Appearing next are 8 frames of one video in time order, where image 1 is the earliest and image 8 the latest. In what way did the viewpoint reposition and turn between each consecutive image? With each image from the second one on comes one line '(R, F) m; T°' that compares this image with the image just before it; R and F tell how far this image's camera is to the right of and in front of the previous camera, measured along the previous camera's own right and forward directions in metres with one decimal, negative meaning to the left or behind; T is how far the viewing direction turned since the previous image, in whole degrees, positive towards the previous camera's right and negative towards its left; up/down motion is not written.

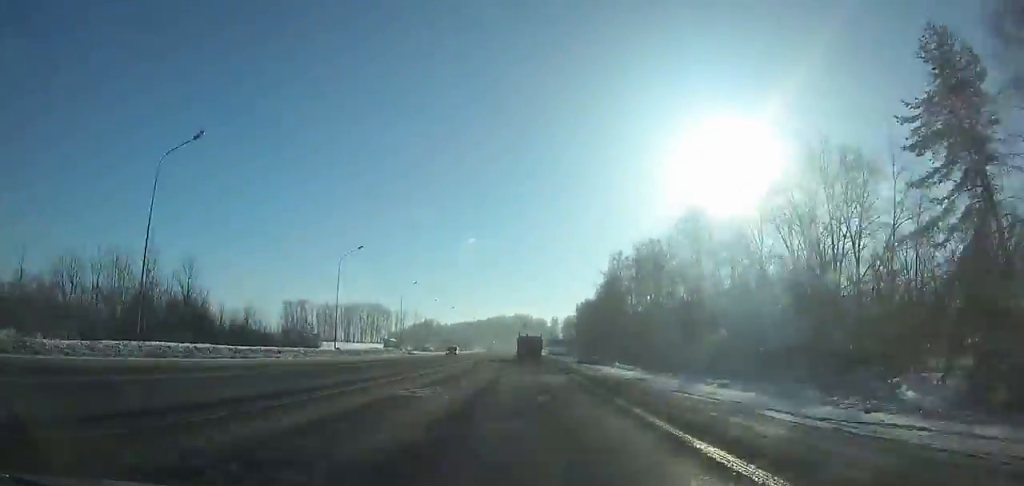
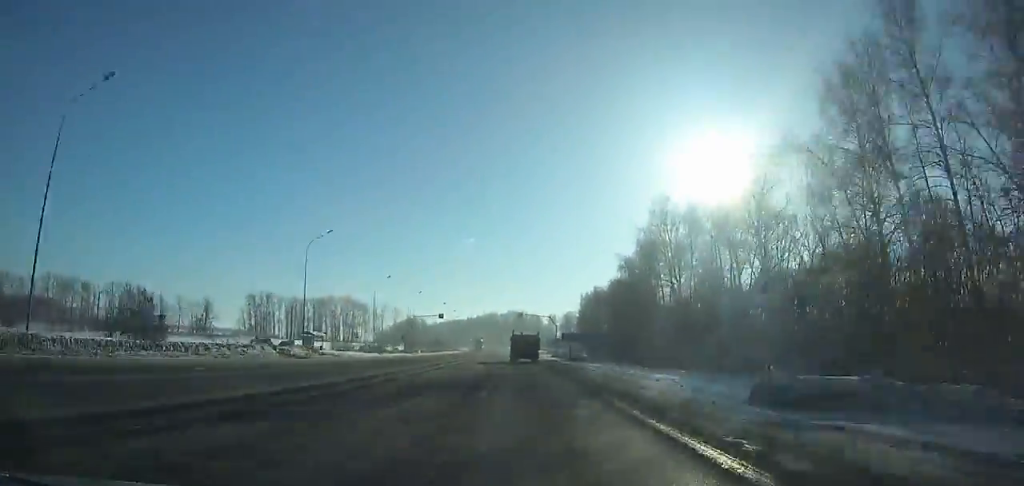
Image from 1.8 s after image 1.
(+0.1, +42.4) m; 0°
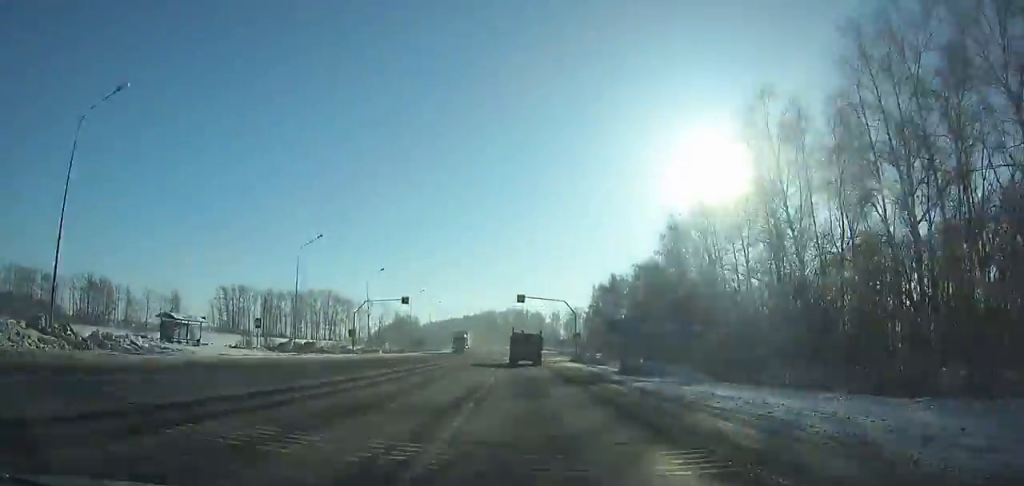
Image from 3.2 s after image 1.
(+0.1, +33.1) m; 0°
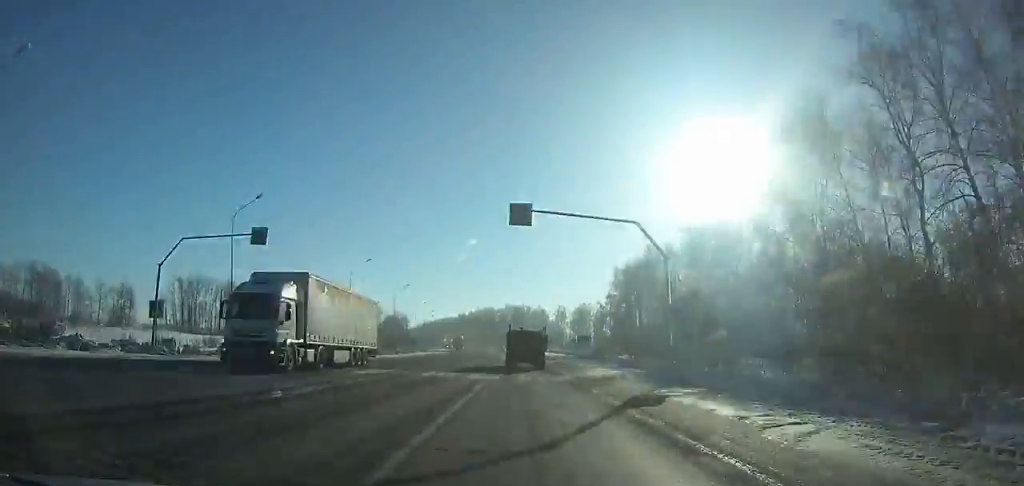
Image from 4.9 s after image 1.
(-0.1, +40.5) m; -1°
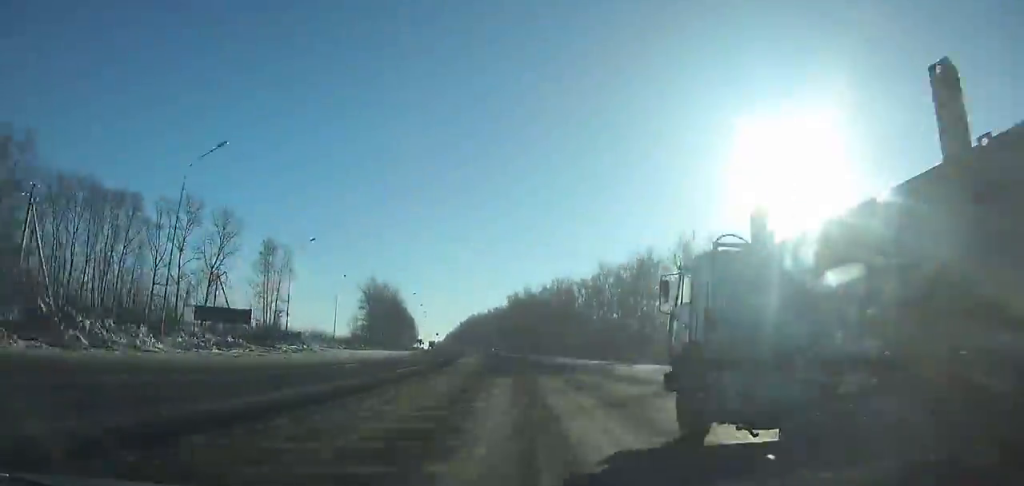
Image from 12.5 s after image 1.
(-11.8, +184.1) m; -8°
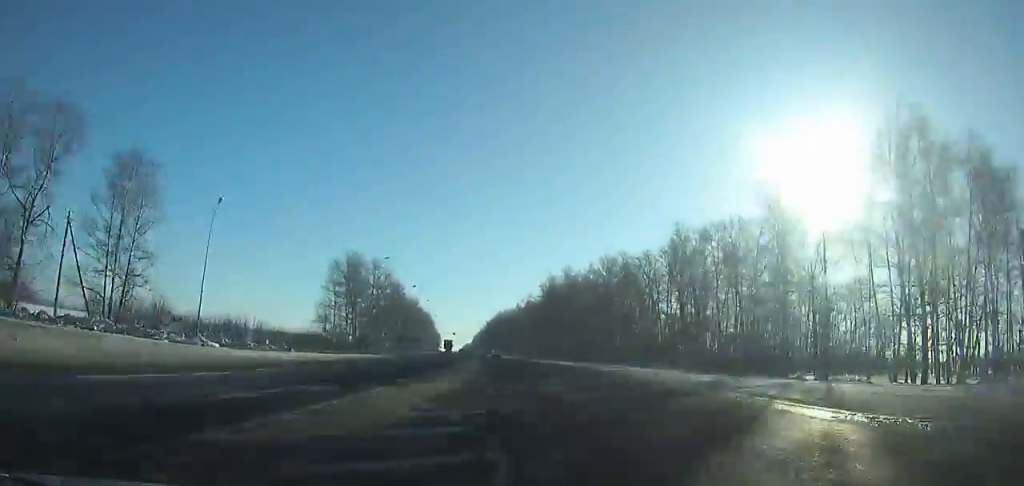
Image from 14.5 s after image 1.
(-1.3, +50.1) m; -2°
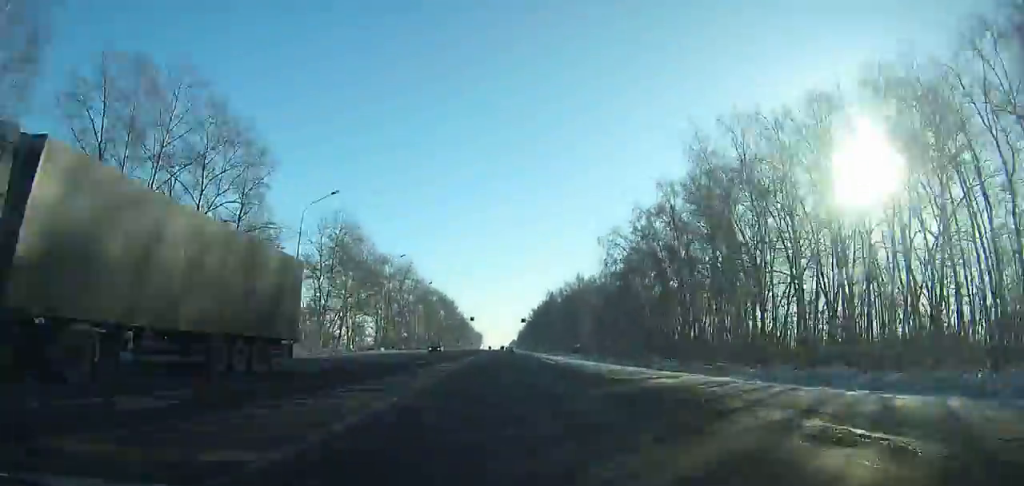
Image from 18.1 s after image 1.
(-3.2, +91.4) m; -3°
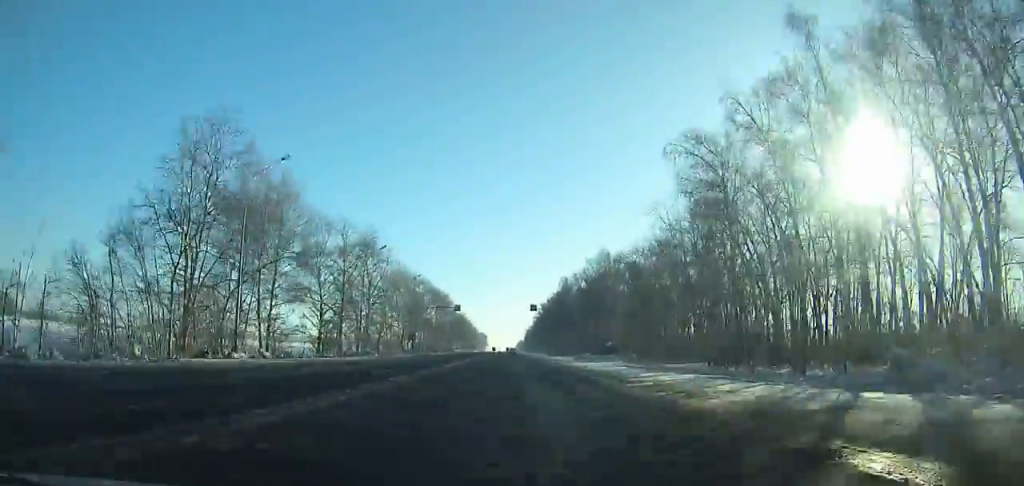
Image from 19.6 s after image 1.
(-0.3, +38.4) m; -1°
